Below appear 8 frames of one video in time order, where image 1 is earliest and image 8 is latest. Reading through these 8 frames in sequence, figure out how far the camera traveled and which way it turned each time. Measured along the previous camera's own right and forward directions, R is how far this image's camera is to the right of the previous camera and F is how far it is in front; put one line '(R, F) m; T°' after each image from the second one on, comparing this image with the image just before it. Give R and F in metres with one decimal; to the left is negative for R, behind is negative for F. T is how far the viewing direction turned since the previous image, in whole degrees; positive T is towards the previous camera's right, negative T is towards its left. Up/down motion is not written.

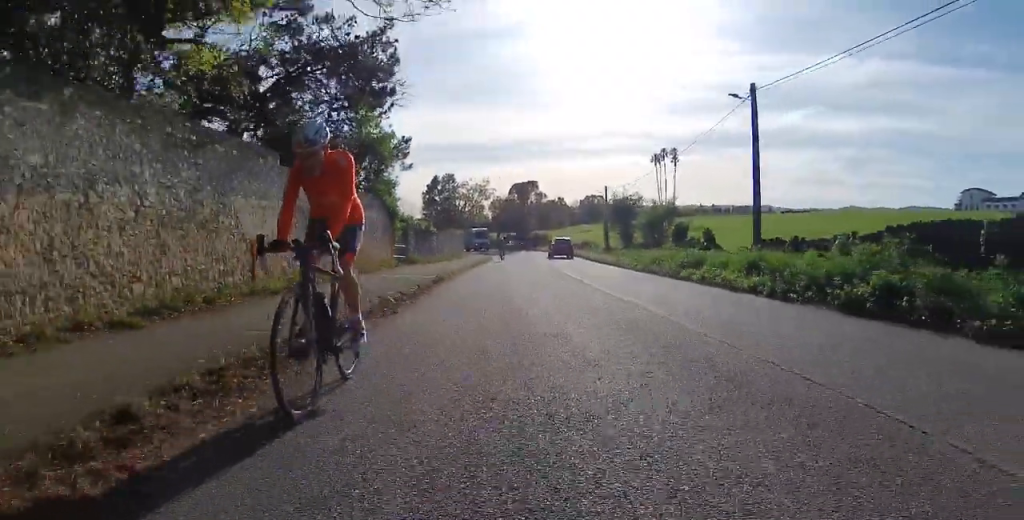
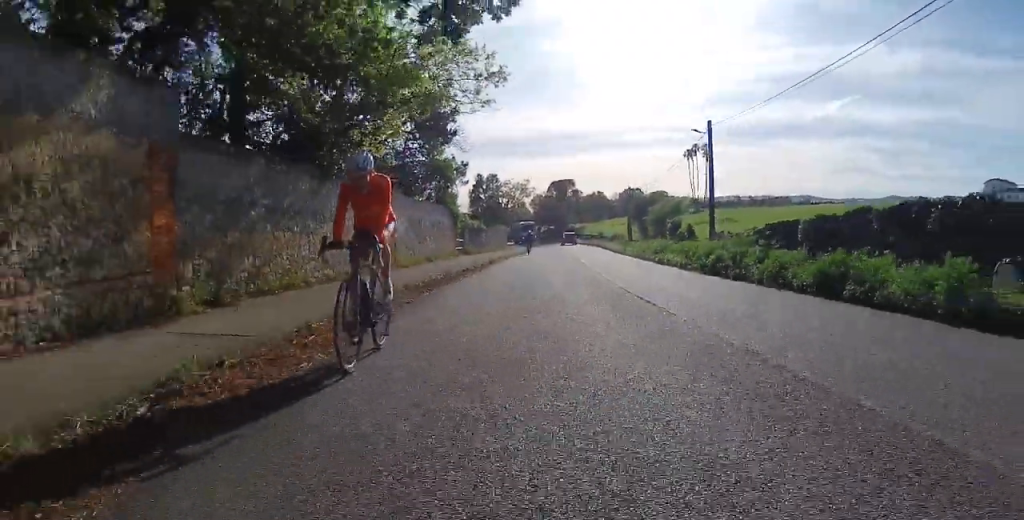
(0.0, +8.5) m; 0°
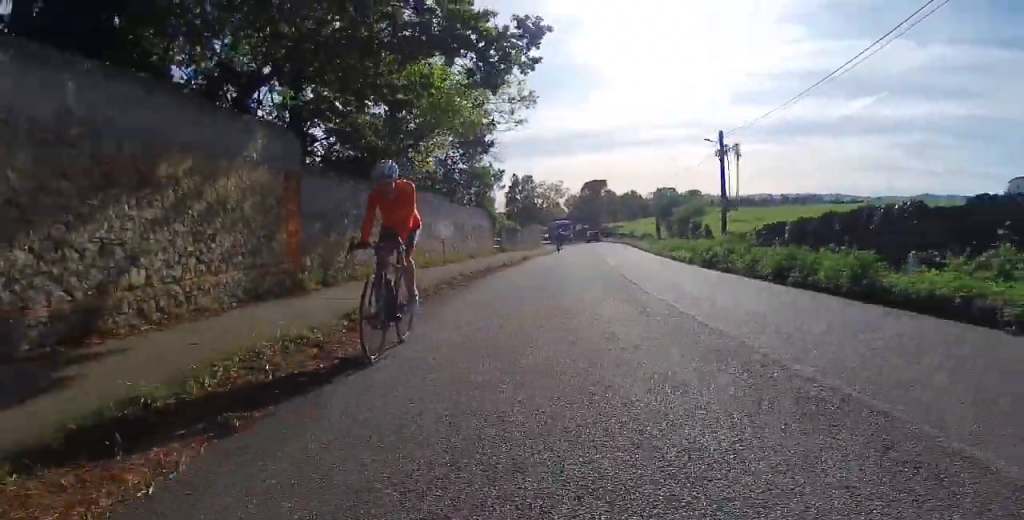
(0.0, +3.0) m; 0°
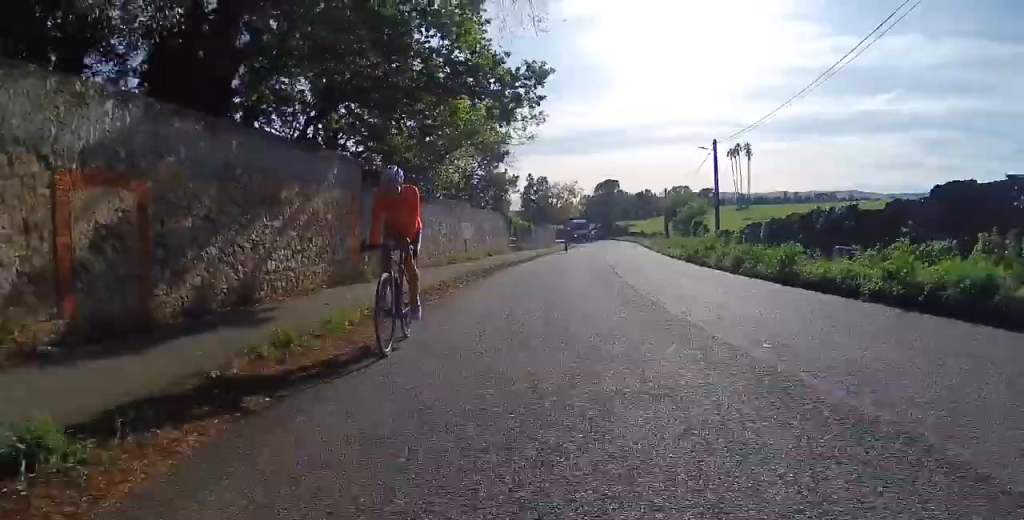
(0.0, +3.1) m; 0°
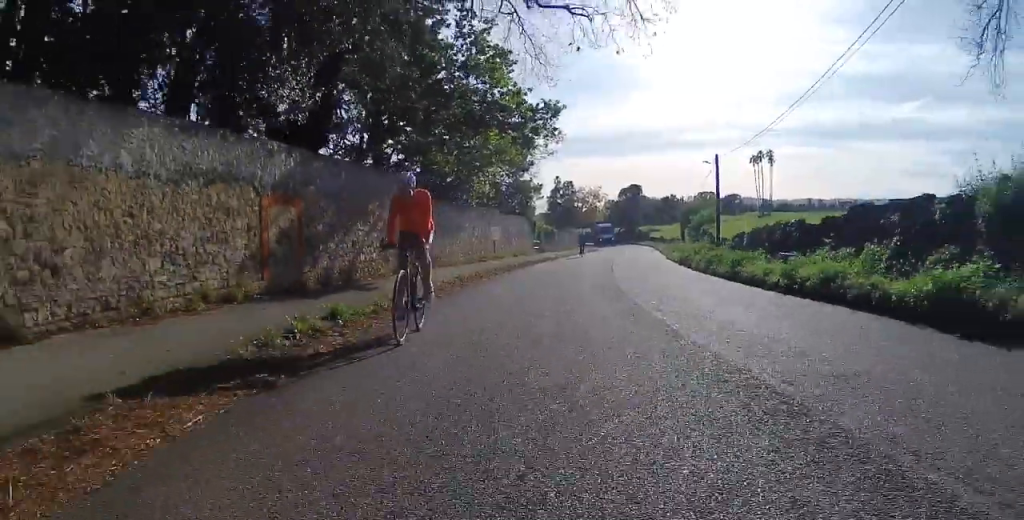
(0.0, +4.0) m; 0°
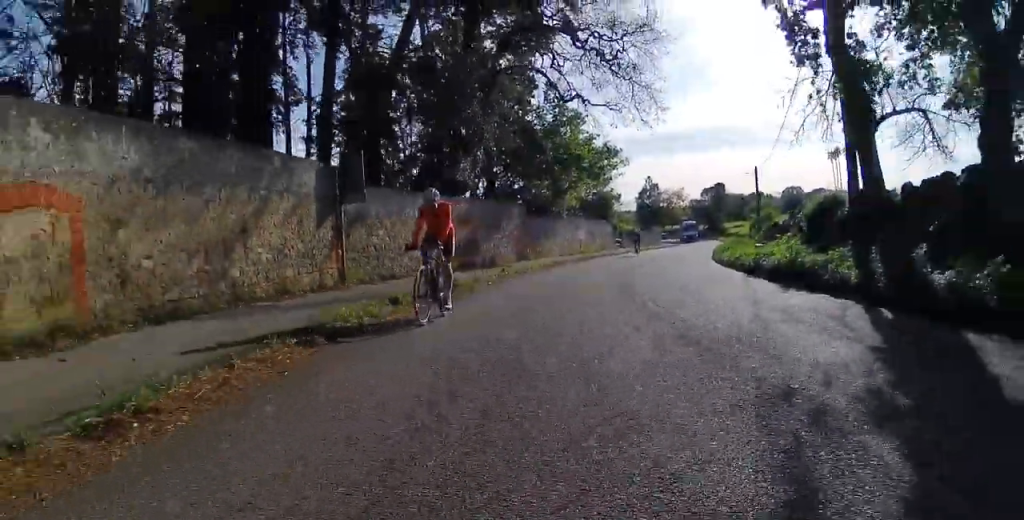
(0.0, +10.0) m; 0°
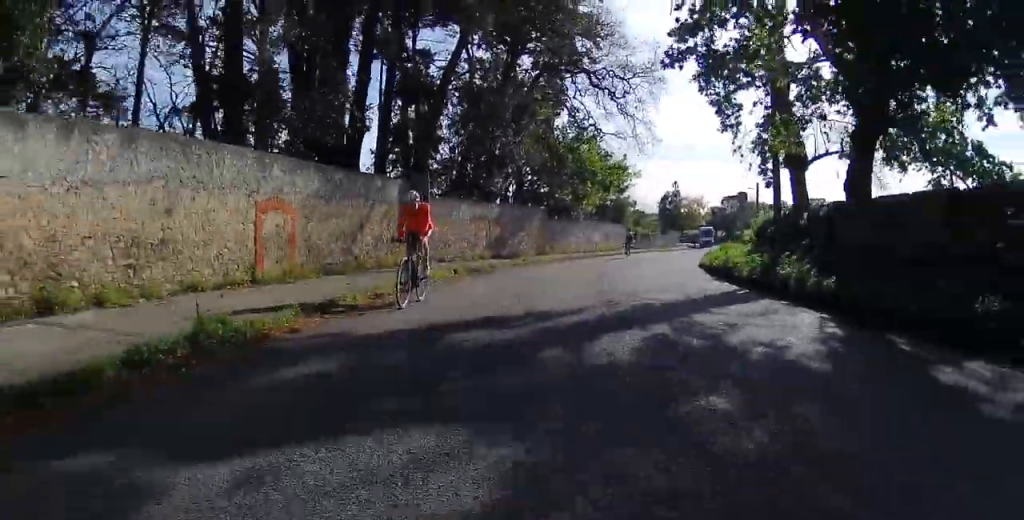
(0.0, +5.8) m; 0°
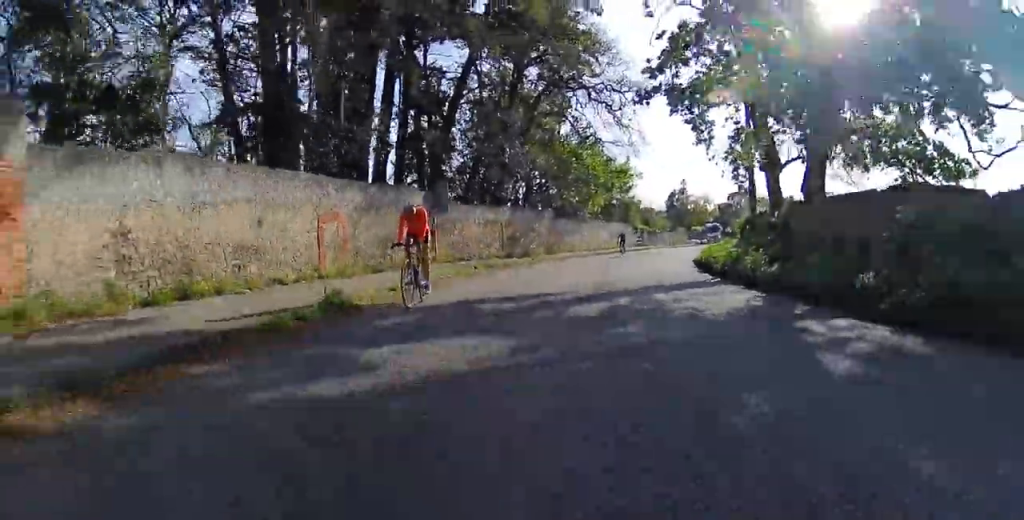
(0.0, +2.8) m; 0°
